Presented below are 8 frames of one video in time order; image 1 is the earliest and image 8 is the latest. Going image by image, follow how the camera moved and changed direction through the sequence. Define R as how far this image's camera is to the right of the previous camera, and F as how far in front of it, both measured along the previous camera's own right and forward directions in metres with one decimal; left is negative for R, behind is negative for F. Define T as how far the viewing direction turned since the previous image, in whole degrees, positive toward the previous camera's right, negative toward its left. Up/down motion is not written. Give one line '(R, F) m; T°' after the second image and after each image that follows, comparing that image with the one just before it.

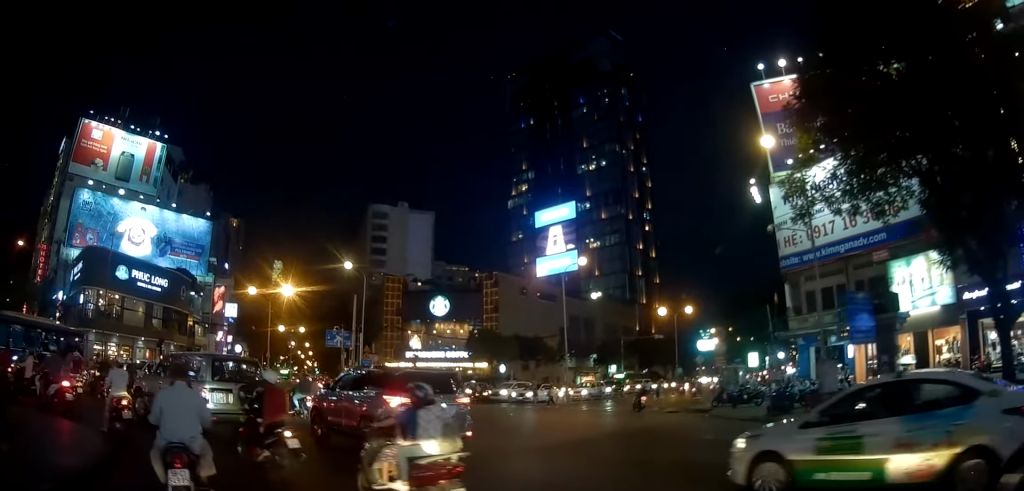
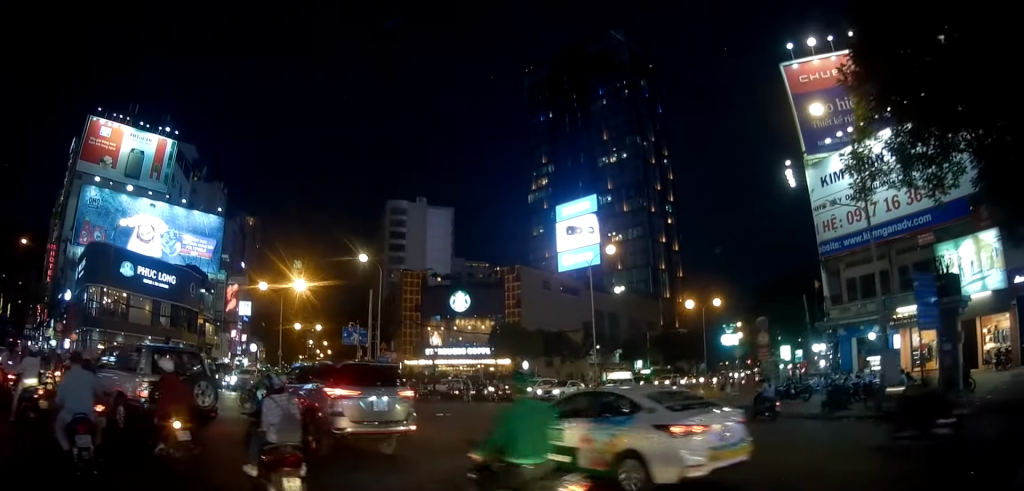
(0.0, +2.4) m; +1°
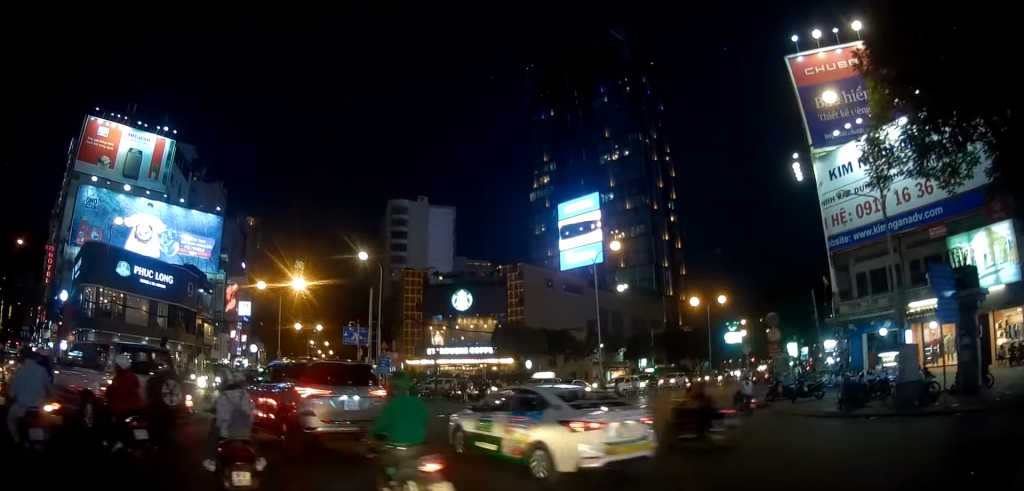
(0.0, +0.9) m; +1°
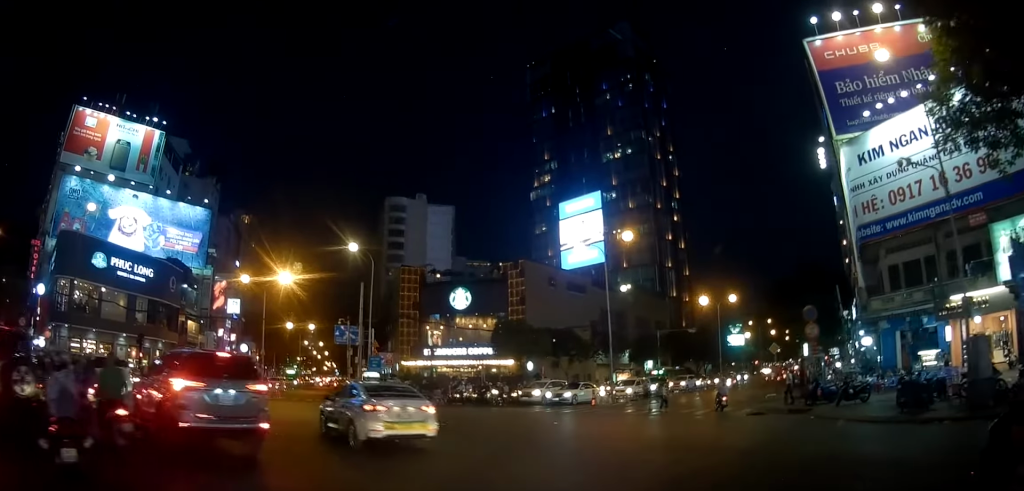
(-0.1, +3.5) m; -4°
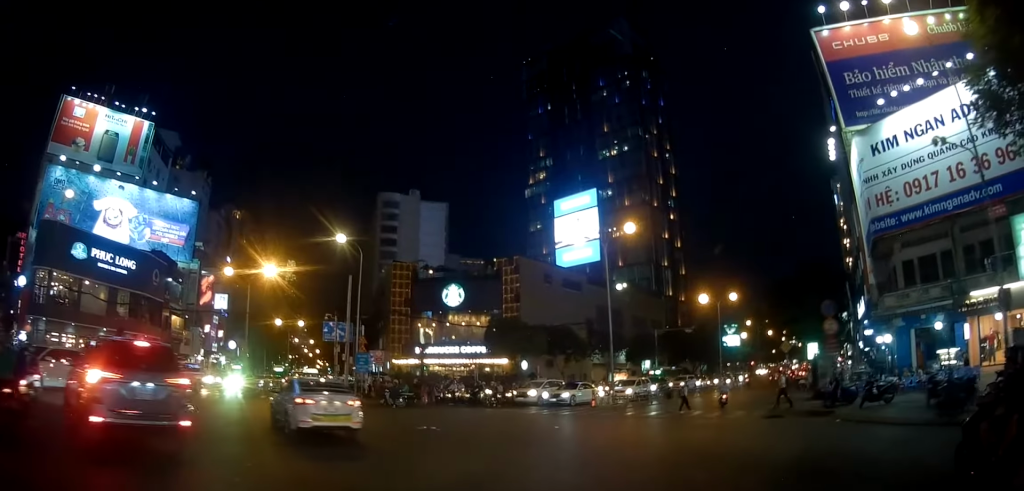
(-0.1, +2.0) m; -1°
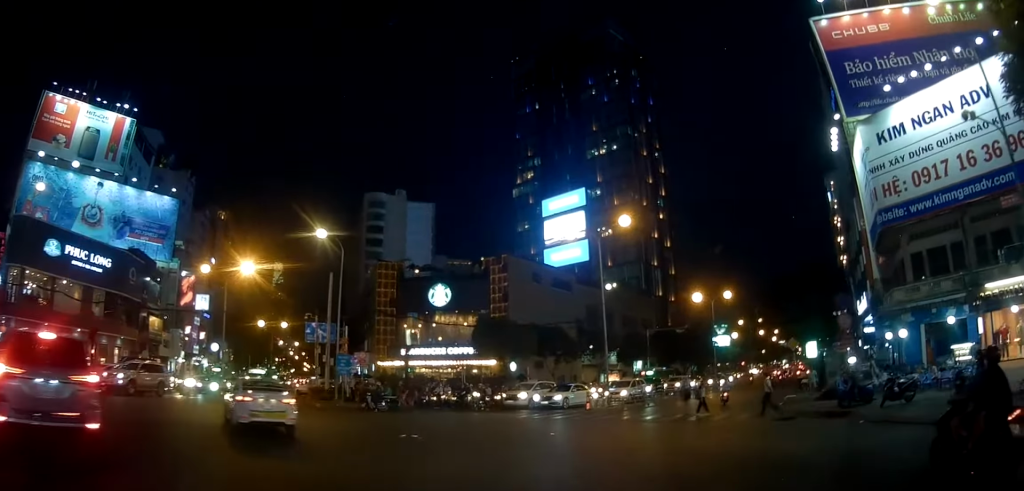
(0.0, +2.0) m; +5°
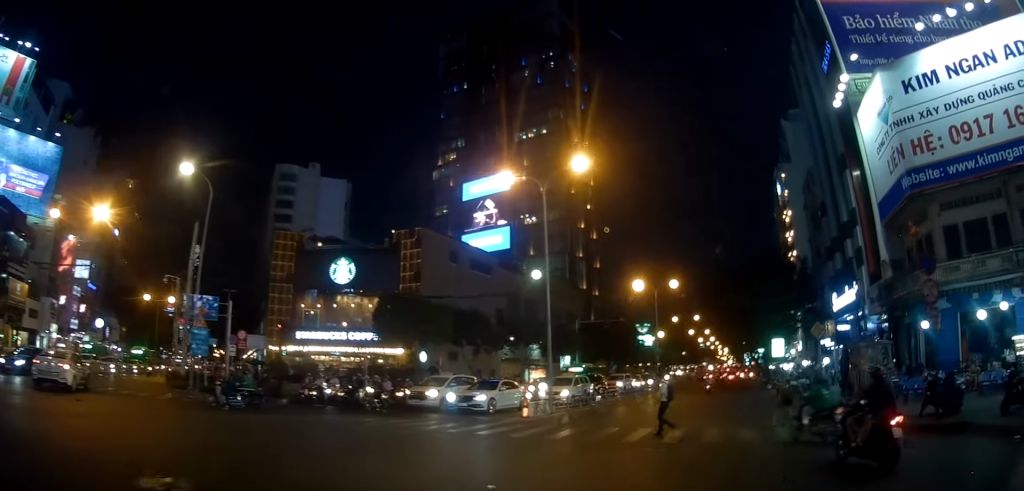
(+1.2, +8.2) m; +7°
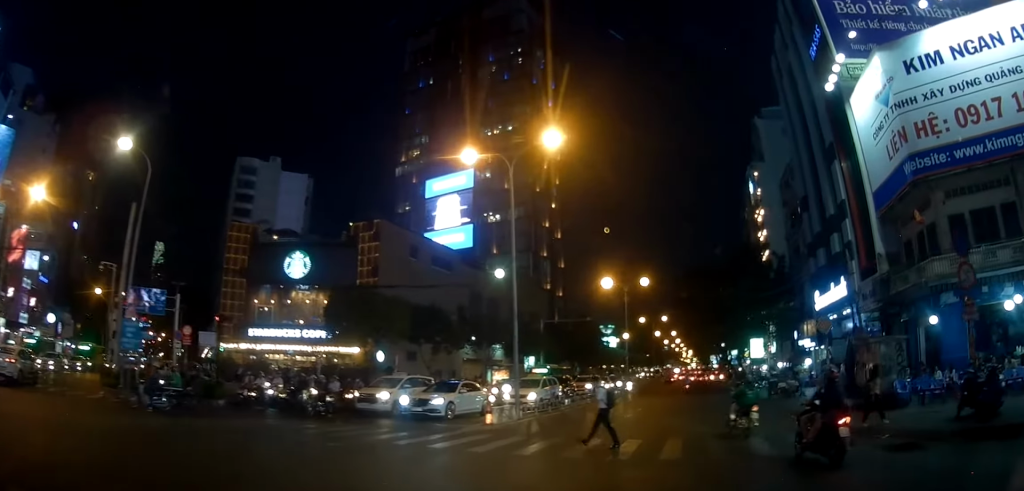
(0.0, +2.7) m; +7°
